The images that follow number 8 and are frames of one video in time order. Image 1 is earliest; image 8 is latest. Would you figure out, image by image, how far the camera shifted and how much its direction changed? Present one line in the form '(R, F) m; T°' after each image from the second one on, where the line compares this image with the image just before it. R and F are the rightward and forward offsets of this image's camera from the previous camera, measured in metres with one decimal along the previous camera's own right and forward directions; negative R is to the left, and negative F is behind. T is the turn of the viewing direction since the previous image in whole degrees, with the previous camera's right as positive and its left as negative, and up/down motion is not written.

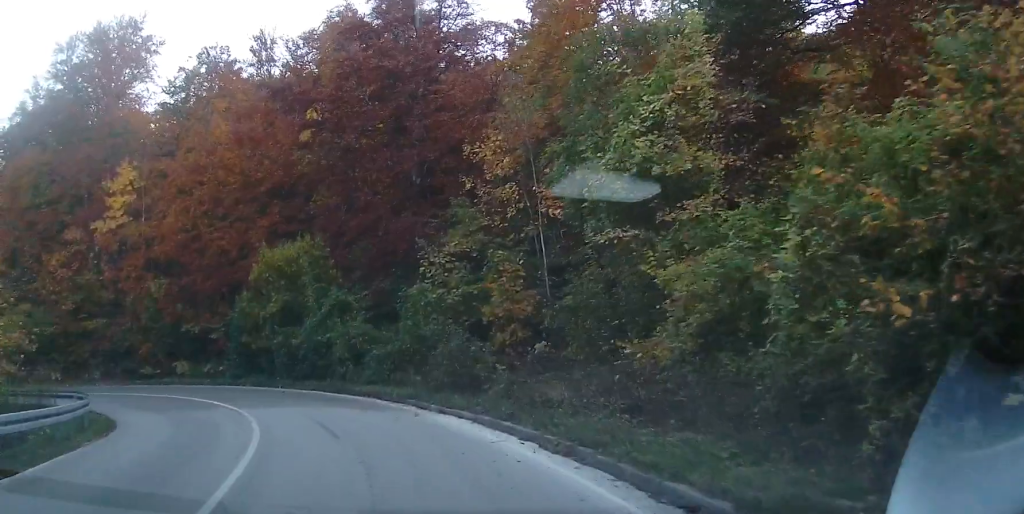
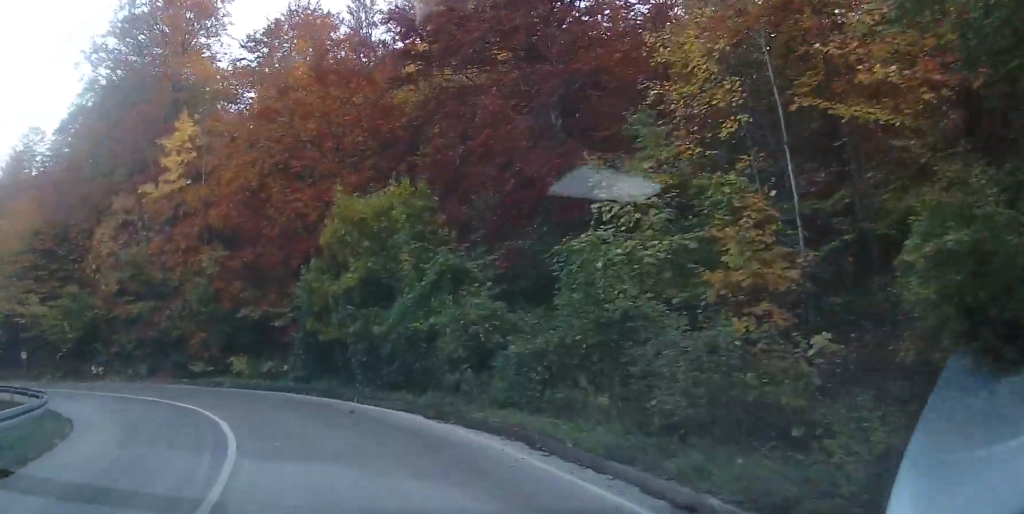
(-0.3, +10.3) m; -10°
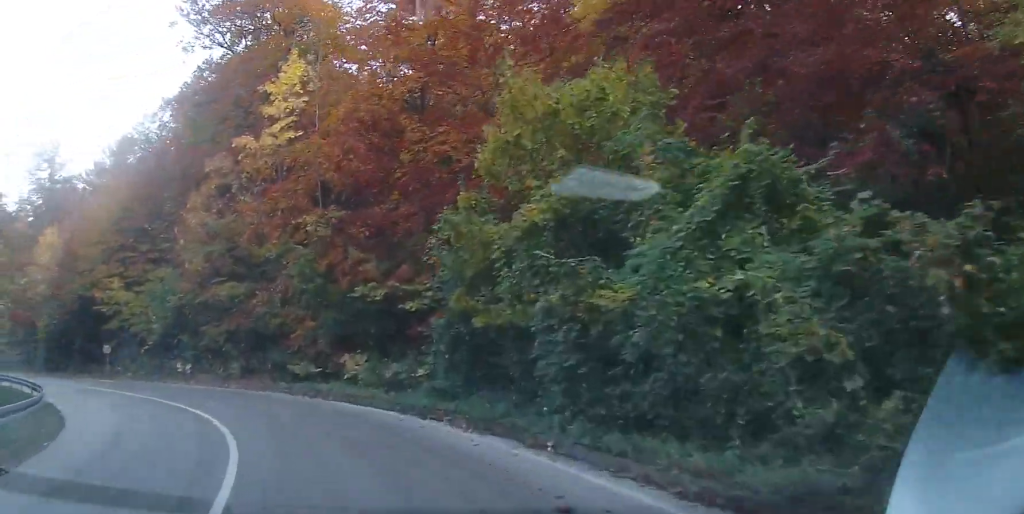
(-0.6, +9.7) m; -23°
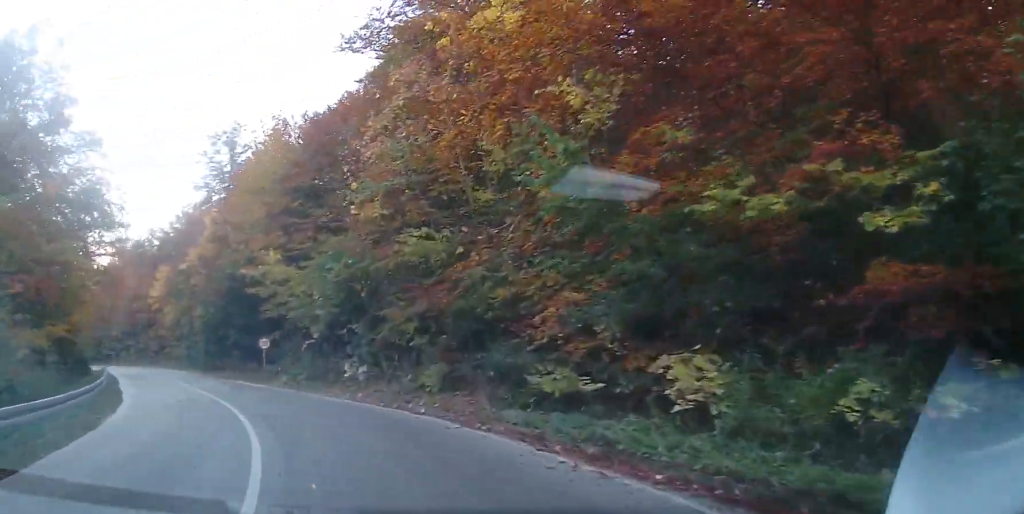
(-4.2, +10.7) m; -24°
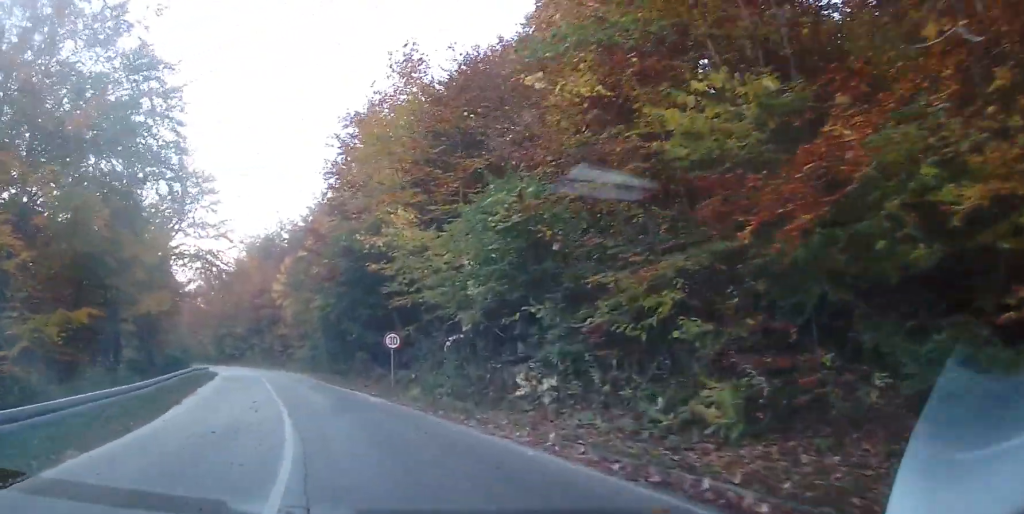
(0.0, +8.5) m; -8°
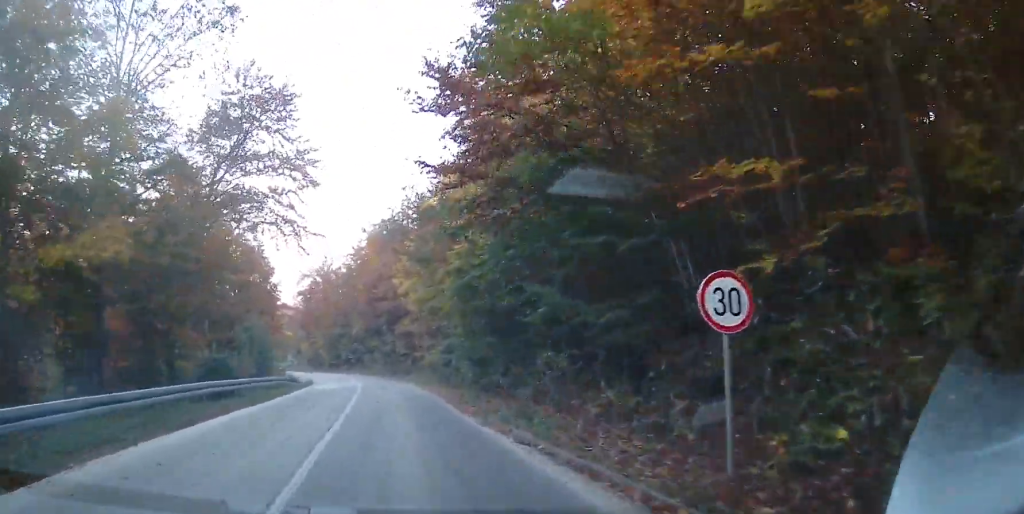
(-2.5, +15.9) m; -11°
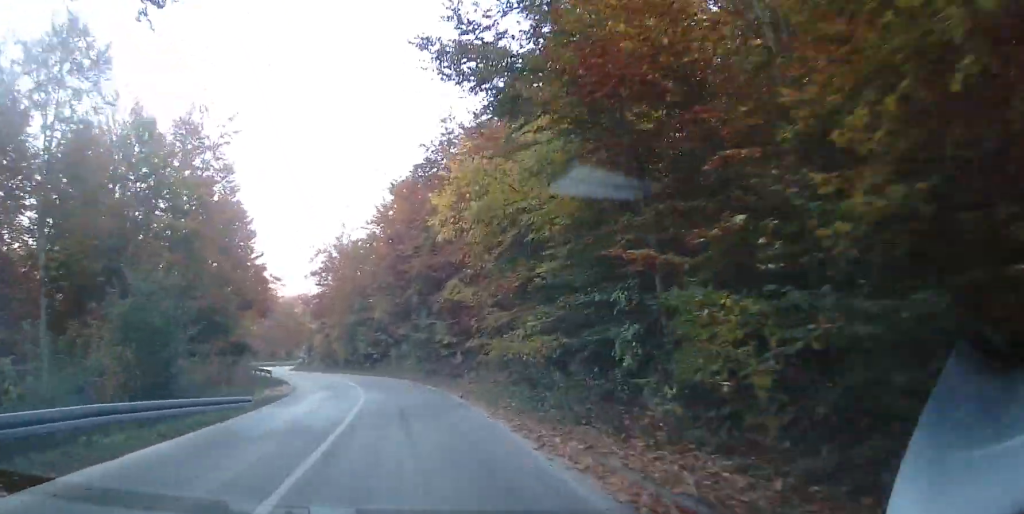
(0.0, +19.9) m; -2°
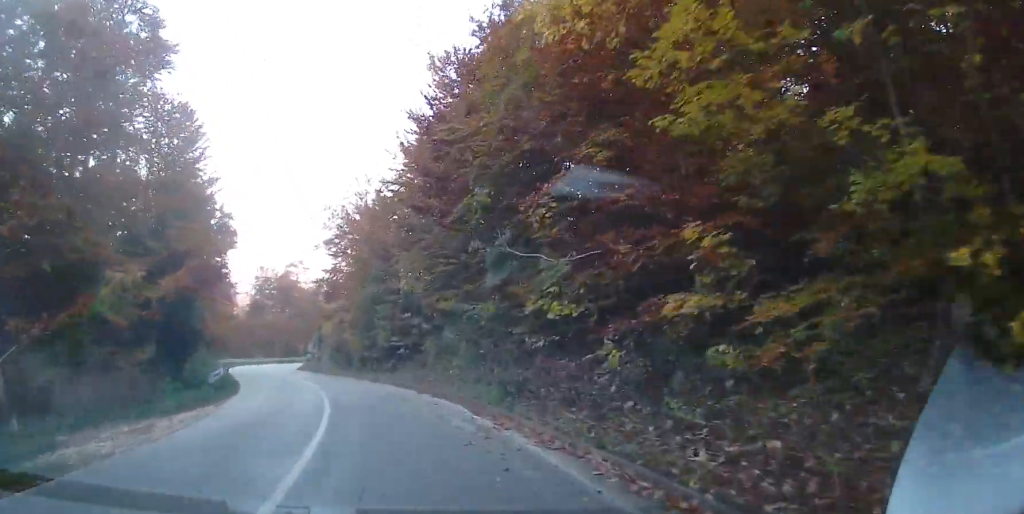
(-1.0, +19.1) m; -7°
